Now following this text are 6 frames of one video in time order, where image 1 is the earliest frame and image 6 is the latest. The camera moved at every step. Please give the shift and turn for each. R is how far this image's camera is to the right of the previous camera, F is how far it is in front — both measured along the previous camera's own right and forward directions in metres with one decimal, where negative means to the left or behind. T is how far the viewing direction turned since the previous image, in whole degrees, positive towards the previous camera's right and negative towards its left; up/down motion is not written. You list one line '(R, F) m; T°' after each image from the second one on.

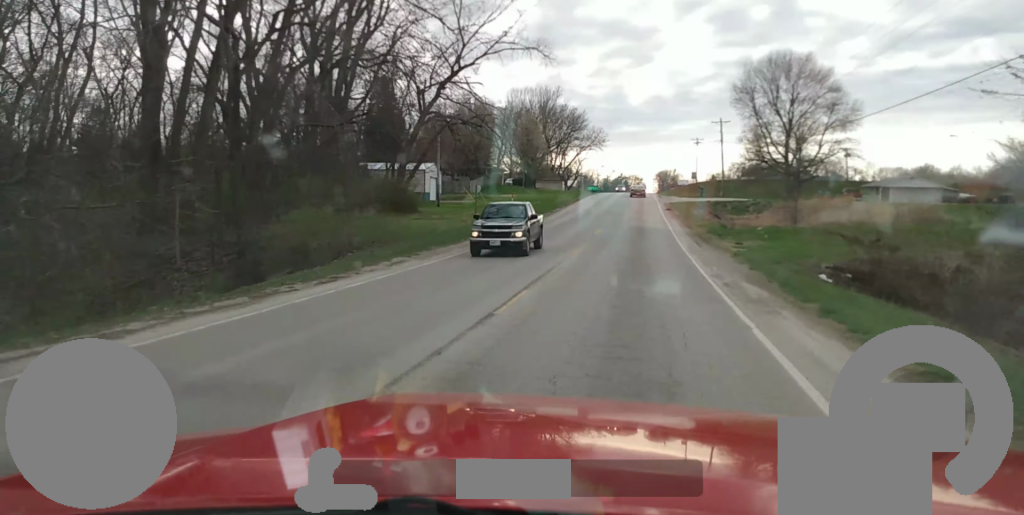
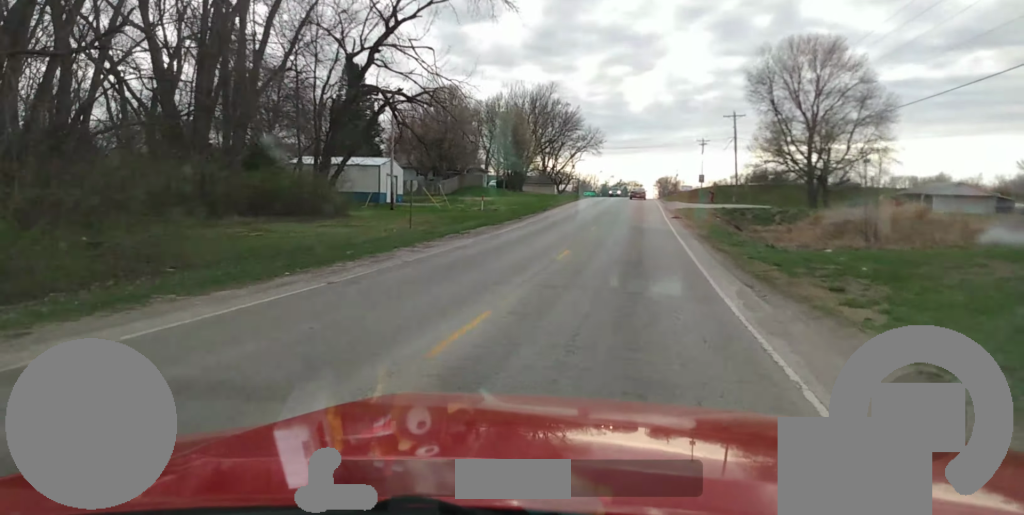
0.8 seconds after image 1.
(-0.1, +15.9) m; 0°
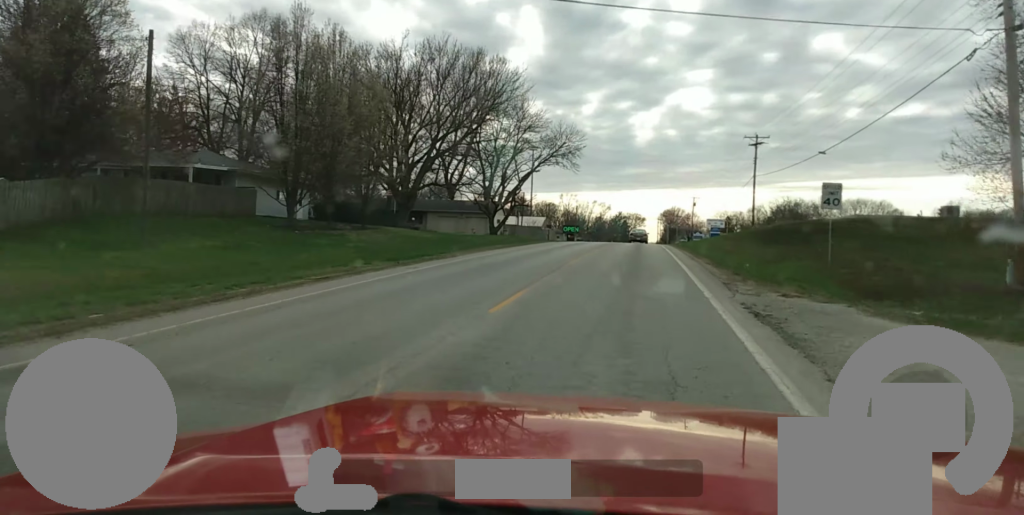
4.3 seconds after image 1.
(+0.7, +69.7) m; +2°
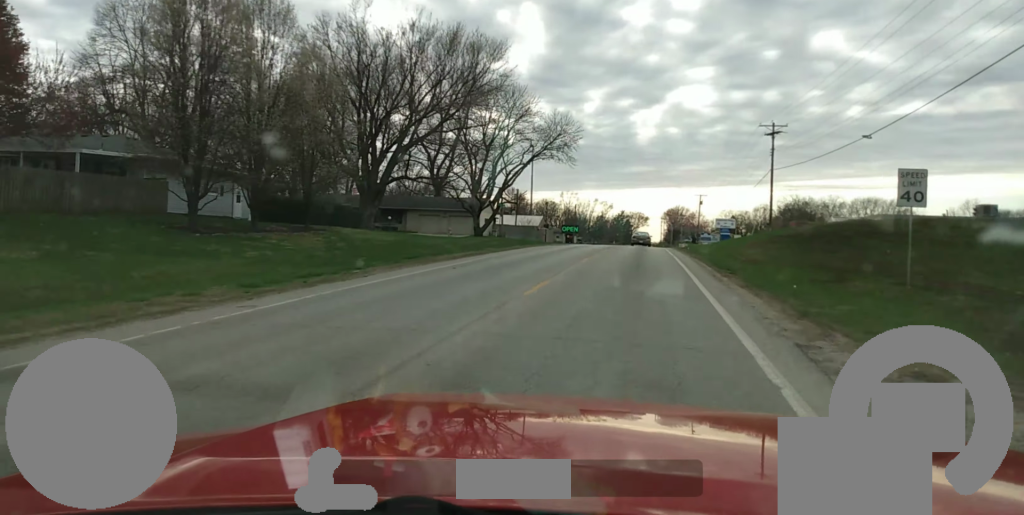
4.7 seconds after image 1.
(0.0, +8.6) m; 0°
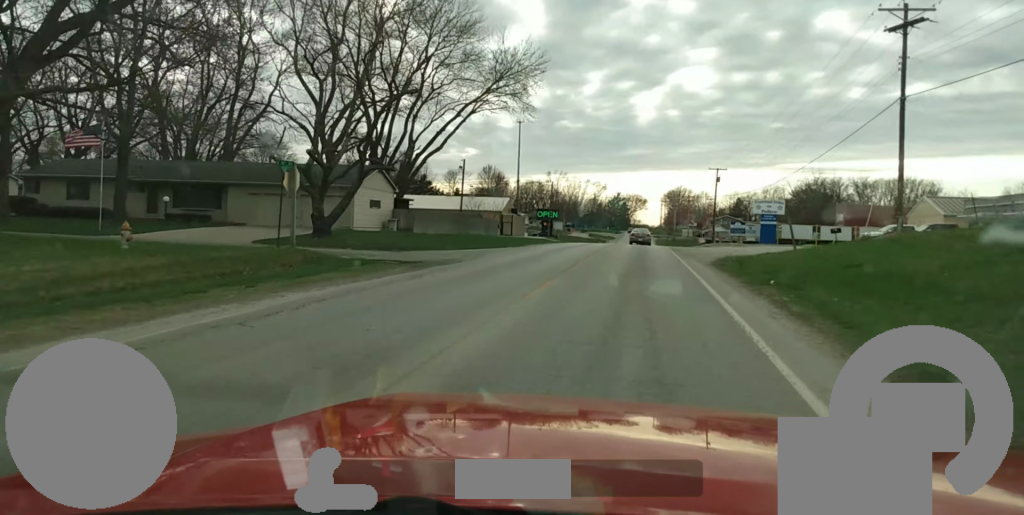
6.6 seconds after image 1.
(-0.4, +36.4) m; -2°
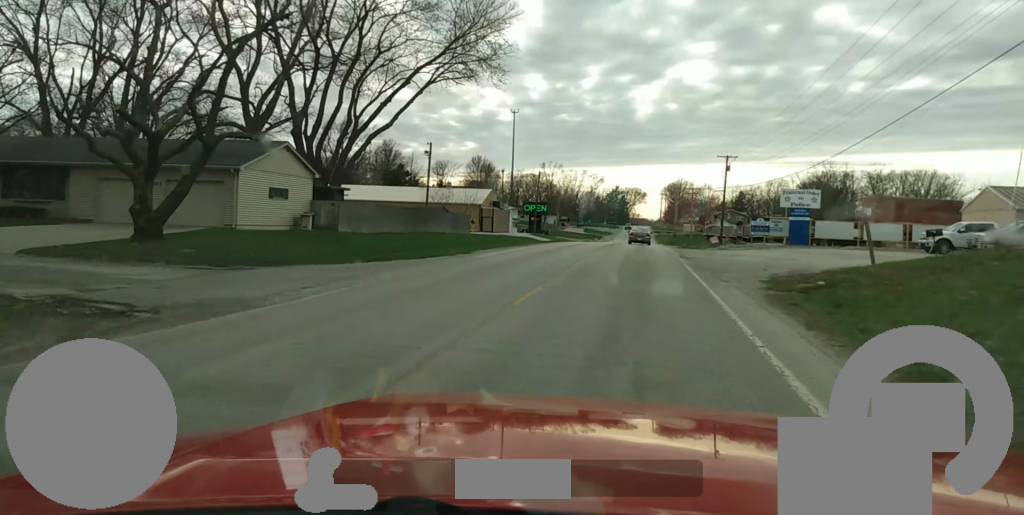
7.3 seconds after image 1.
(0.0, +13.8) m; 0°
